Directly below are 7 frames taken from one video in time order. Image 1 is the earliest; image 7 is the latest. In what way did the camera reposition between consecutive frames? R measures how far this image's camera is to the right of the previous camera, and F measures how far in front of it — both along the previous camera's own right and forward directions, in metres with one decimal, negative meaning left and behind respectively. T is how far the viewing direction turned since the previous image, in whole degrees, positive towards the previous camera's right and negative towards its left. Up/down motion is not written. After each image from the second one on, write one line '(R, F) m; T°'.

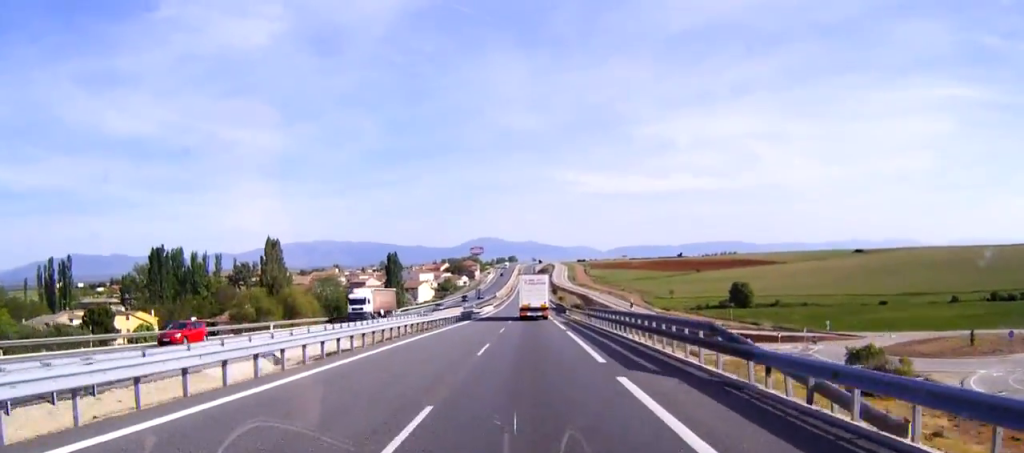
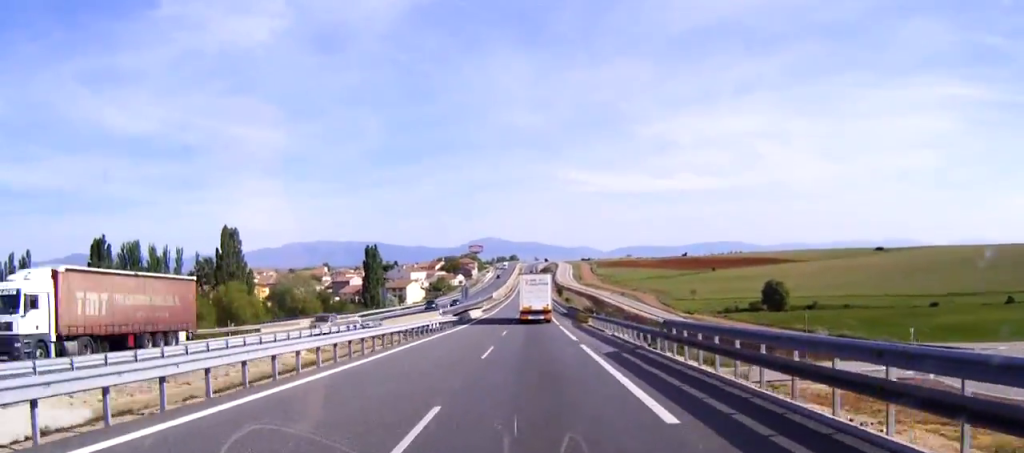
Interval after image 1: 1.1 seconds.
(-0.1, +33.3) m; 0°
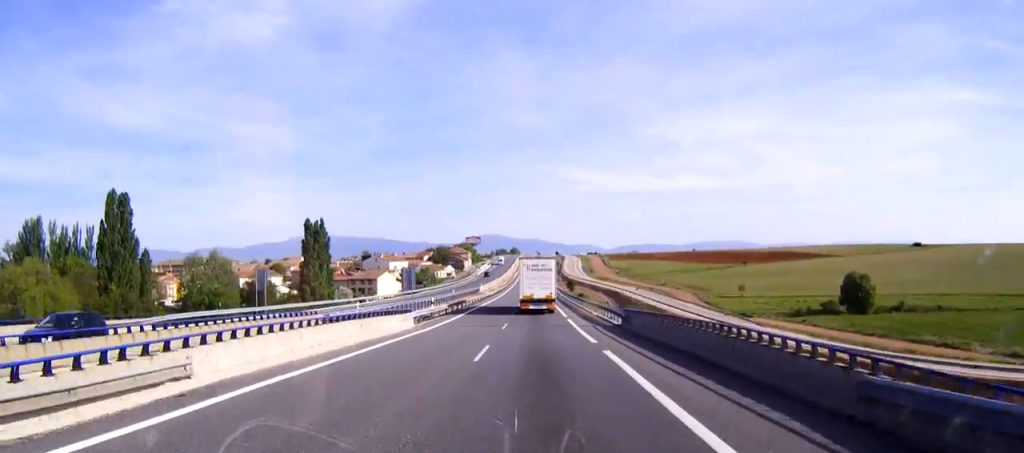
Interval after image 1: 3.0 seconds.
(-0.1, +55.6) m; 0°
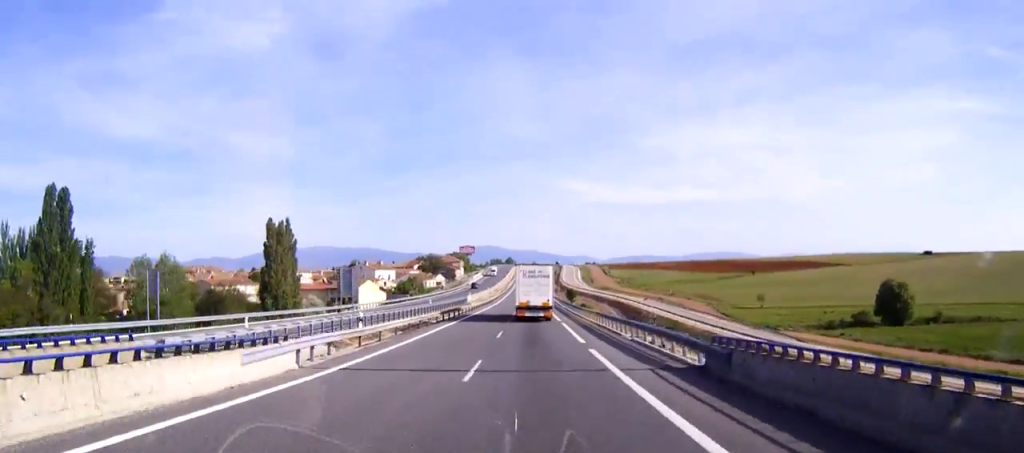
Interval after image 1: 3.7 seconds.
(0.0, +19.4) m; 0°
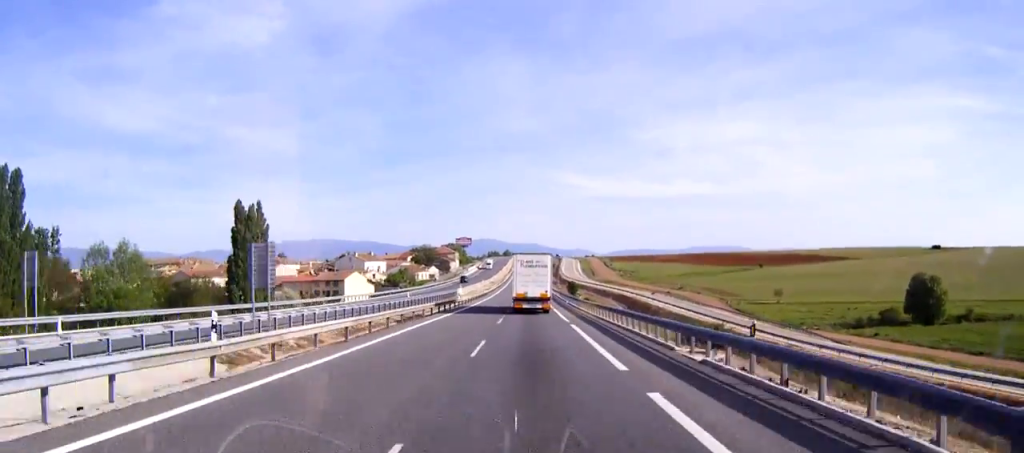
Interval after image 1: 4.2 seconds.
(0.0, +13.6) m; 0°
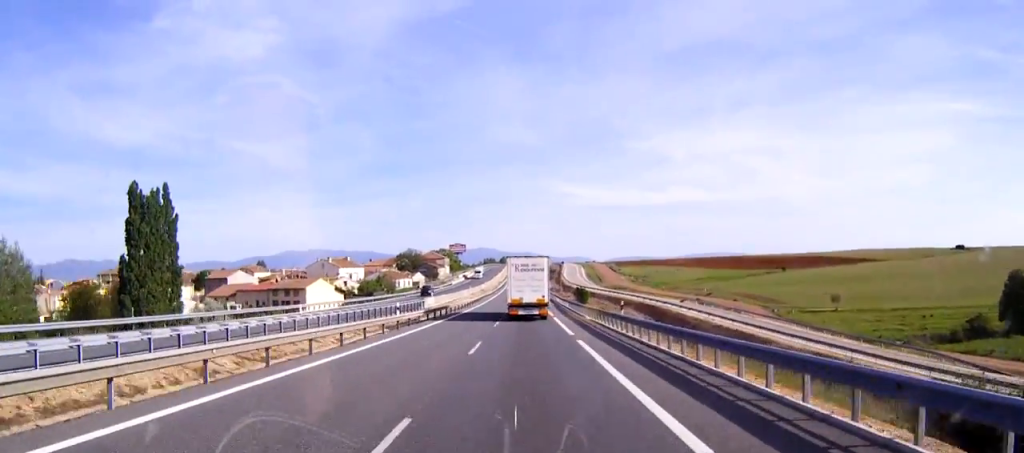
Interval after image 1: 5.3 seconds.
(+0.1, +31.9) m; 0°
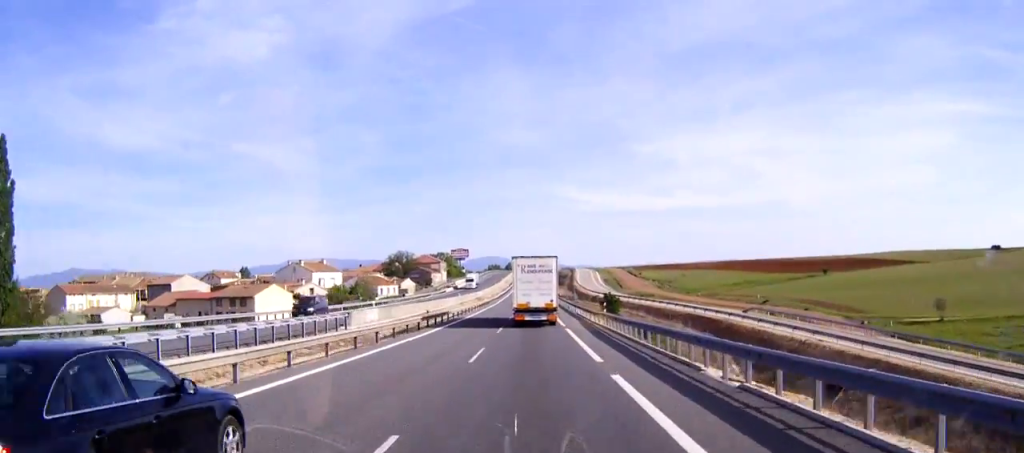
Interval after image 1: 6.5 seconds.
(-0.1, +34.5) m; 0°
